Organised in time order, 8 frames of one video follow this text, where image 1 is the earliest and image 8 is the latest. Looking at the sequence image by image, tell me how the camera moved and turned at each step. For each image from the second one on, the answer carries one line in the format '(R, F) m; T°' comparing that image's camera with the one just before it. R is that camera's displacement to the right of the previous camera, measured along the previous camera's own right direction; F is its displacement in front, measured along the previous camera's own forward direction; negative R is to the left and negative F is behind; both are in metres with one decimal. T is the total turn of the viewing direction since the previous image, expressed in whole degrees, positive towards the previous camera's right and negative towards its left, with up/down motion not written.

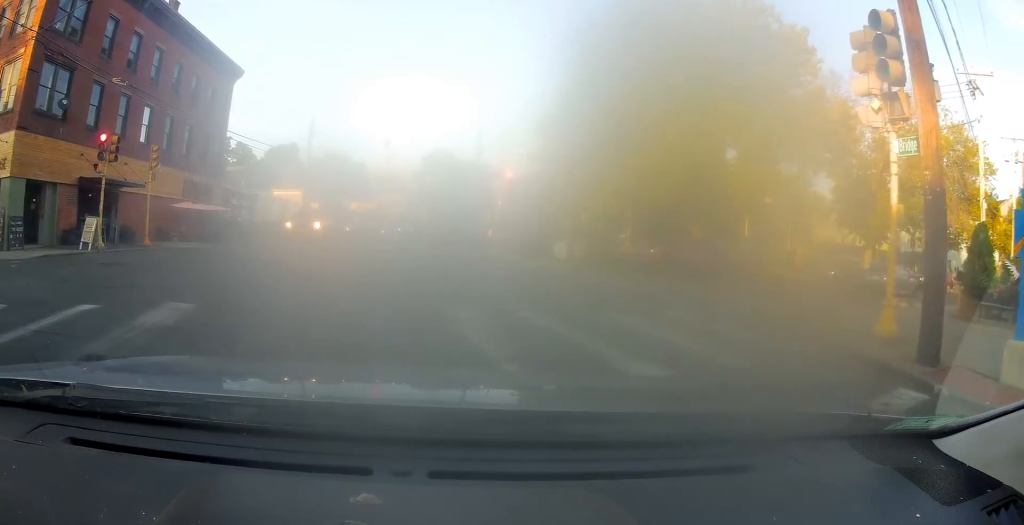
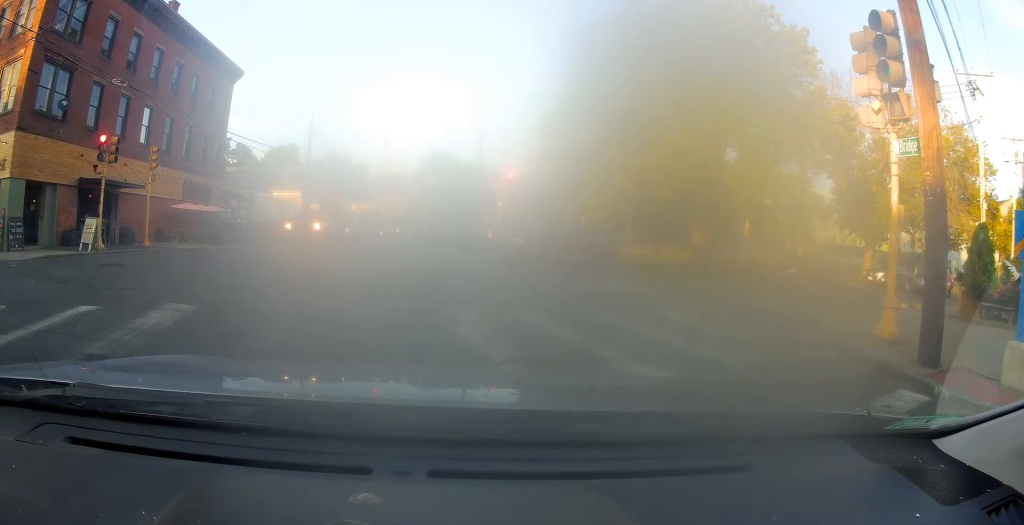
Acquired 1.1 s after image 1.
(0.0, 0.0) m; 0°
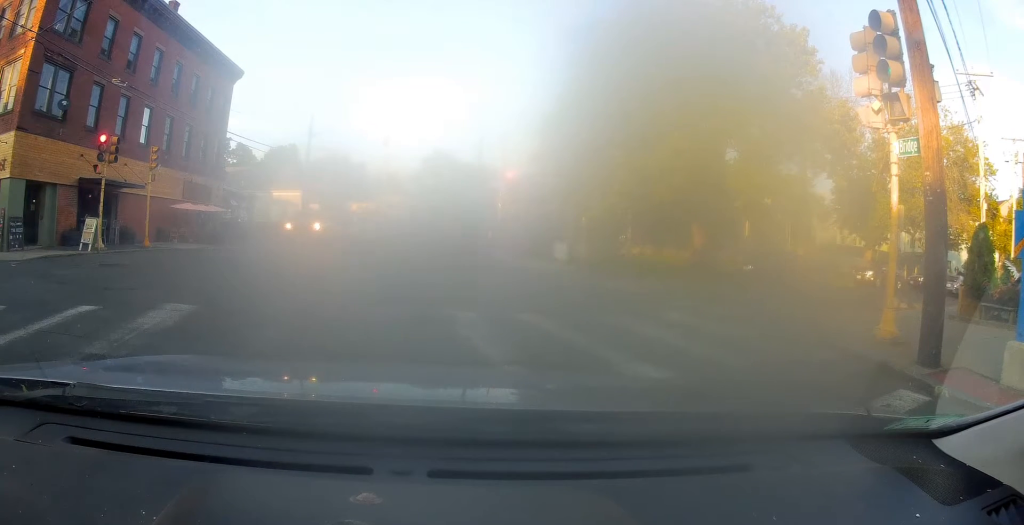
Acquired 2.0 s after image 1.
(0.0, 0.0) m; 0°
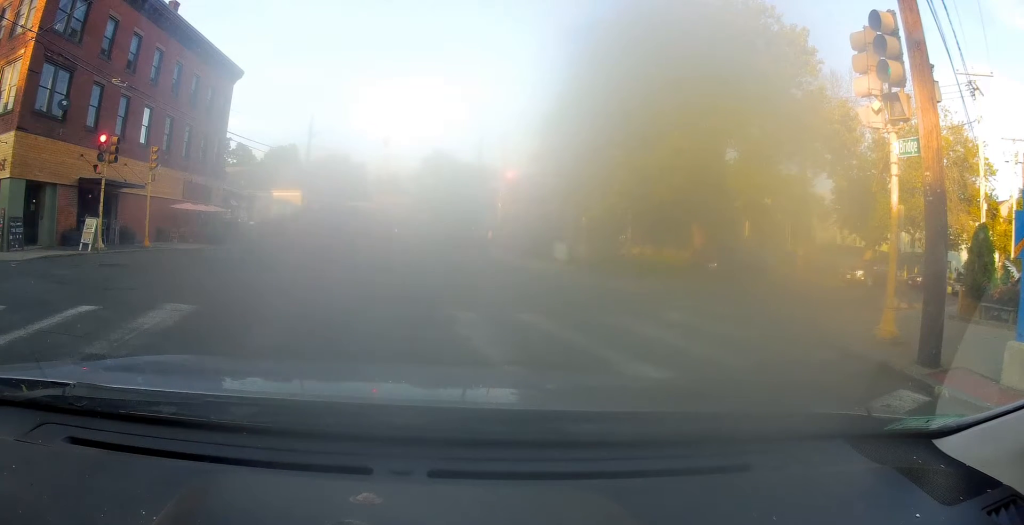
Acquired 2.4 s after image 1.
(0.0, 0.0) m; 0°
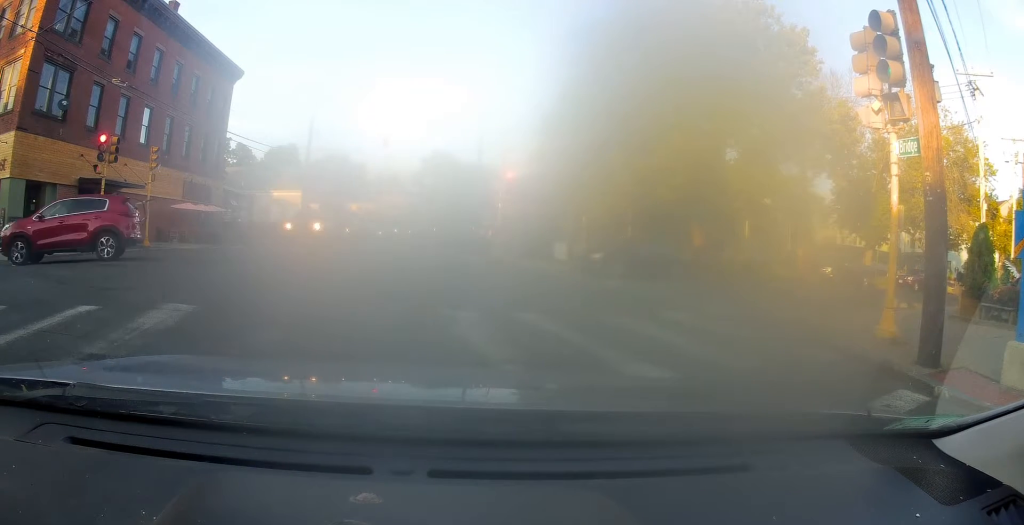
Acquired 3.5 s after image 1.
(0.0, 0.0) m; 0°
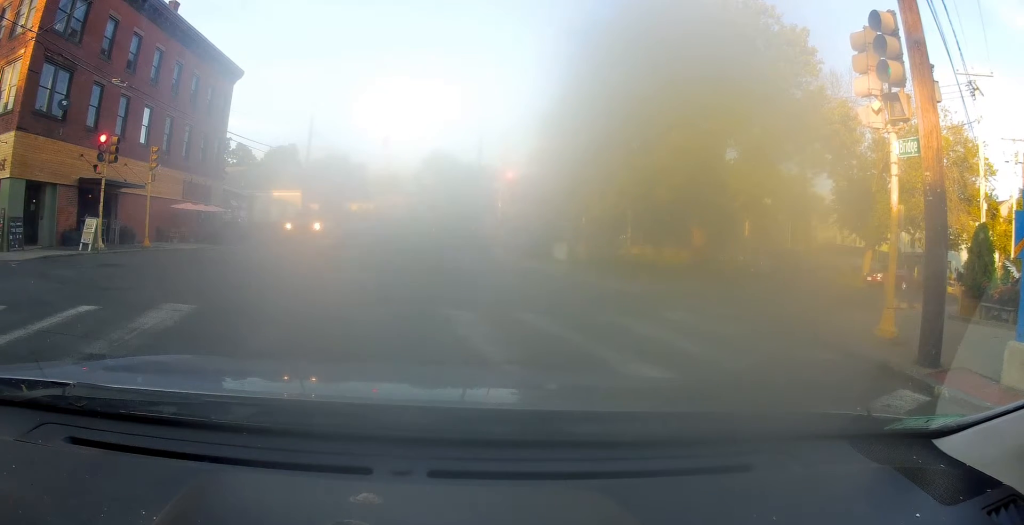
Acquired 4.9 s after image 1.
(0.0, 0.0) m; 0°
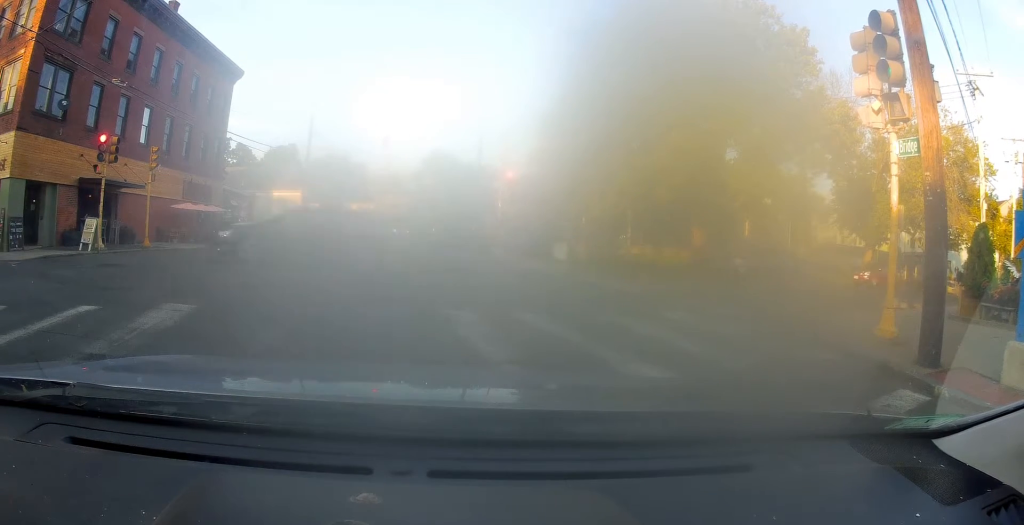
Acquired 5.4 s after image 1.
(0.0, 0.0) m; 0°
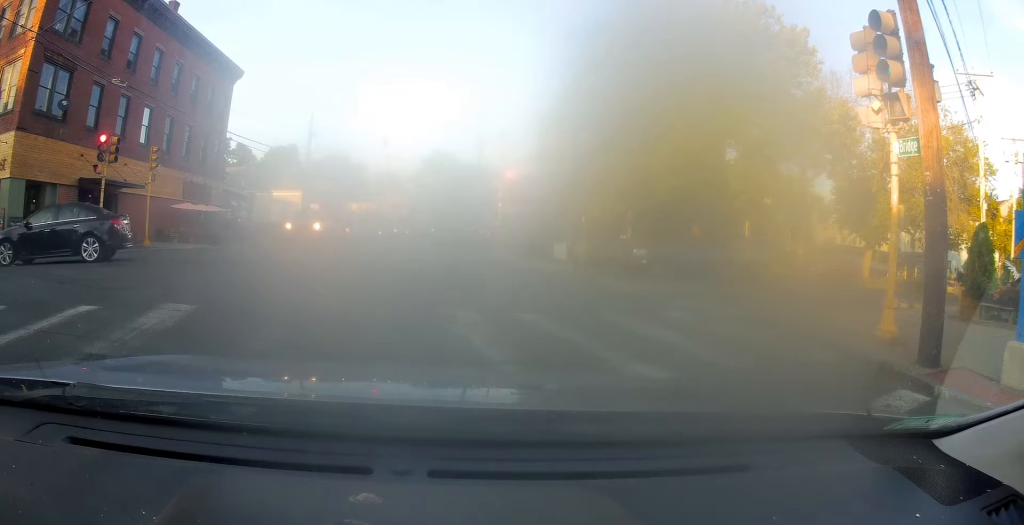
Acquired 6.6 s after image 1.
(0.0, 0.0) m; 0°
